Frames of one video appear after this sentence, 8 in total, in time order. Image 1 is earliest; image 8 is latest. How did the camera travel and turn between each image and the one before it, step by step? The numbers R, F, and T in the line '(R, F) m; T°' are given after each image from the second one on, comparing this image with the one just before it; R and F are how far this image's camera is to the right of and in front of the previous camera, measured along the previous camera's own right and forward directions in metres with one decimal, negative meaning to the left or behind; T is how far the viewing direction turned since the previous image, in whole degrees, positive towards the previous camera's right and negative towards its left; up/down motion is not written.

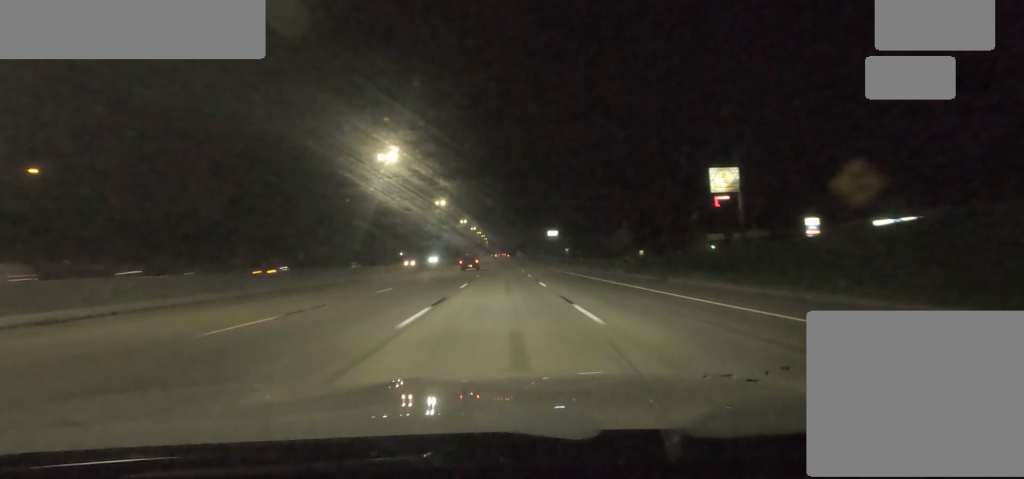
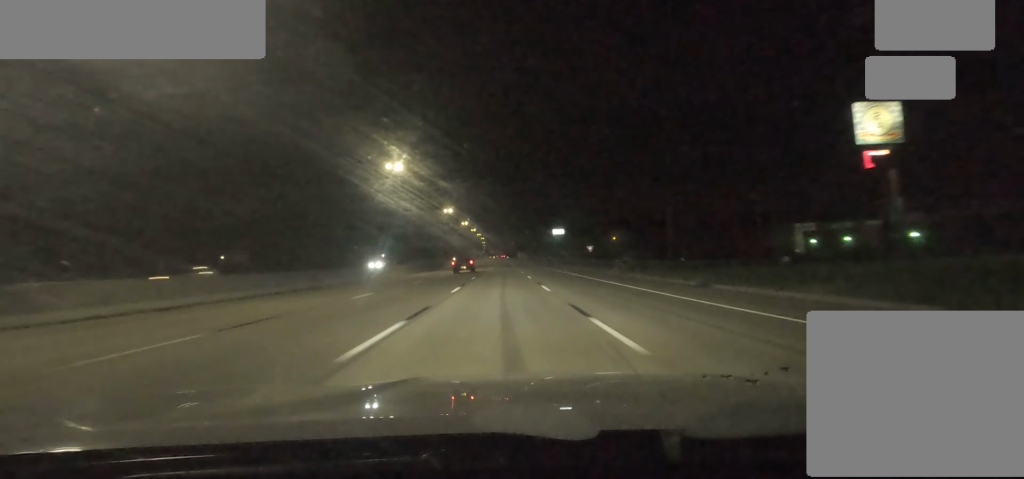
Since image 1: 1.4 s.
(-0.9, +43.7) m; +1°
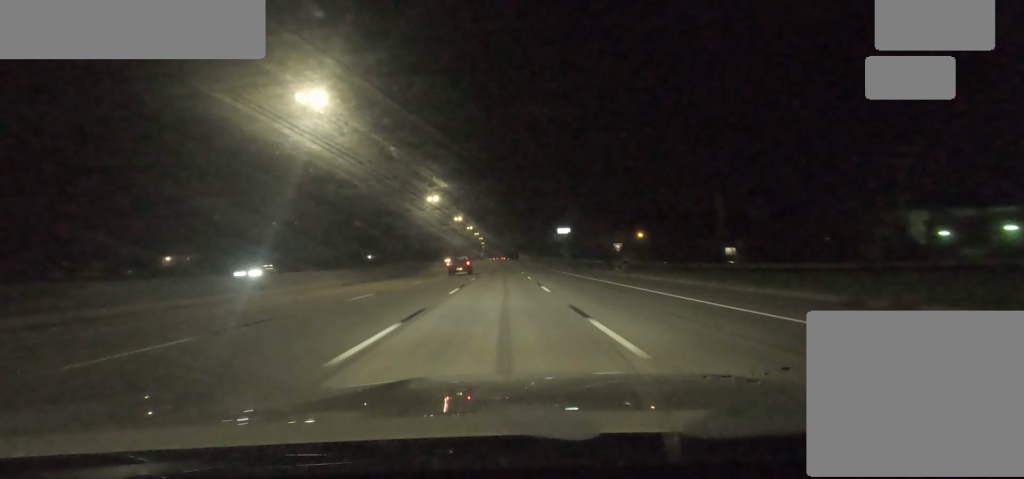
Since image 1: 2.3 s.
(+0.8, +27.2) m; +1°
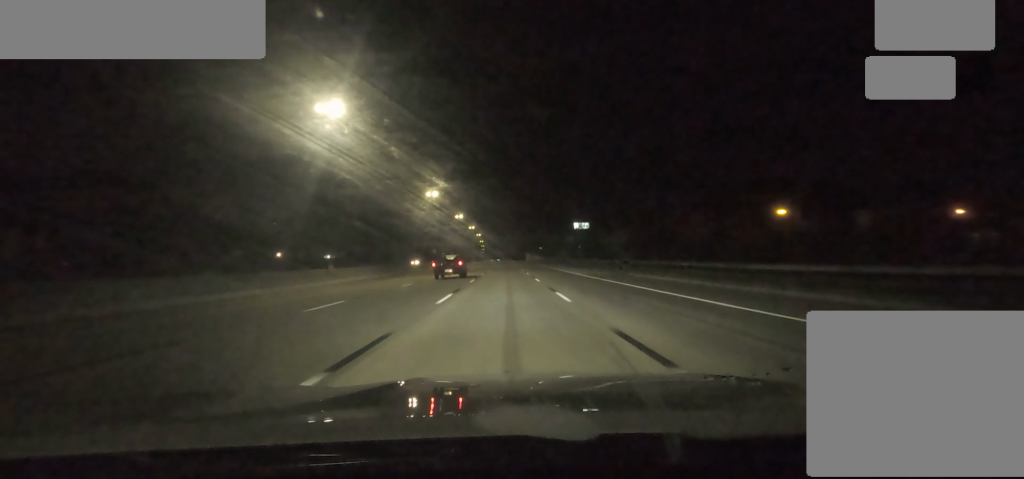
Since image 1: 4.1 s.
(-2.2, +57.7) m; -2°
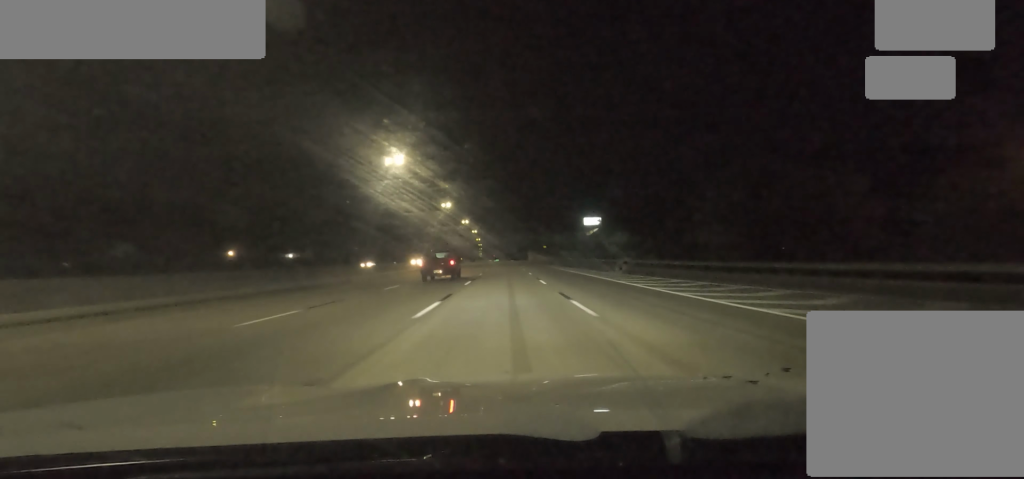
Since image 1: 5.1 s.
(+1.0, +30.7) m; 0°
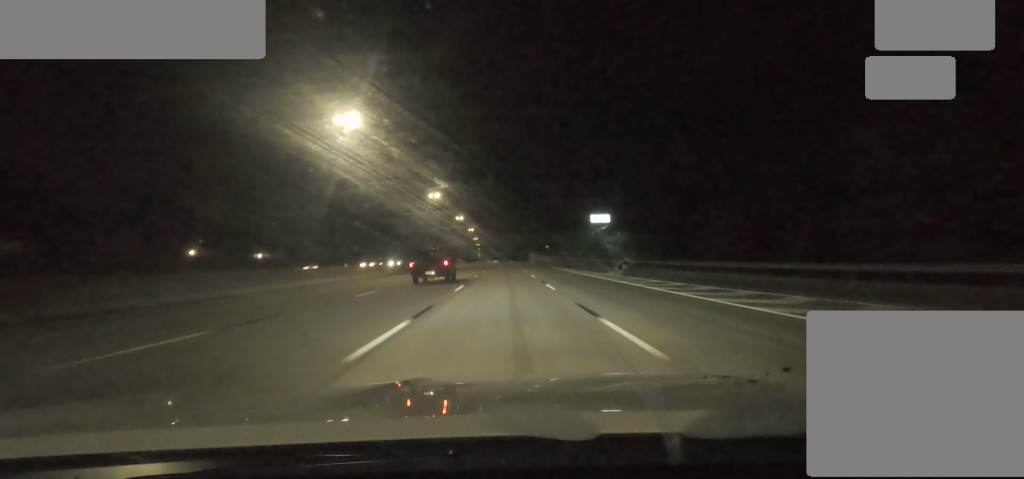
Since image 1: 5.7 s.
(-0.8, +18.0) m; 0°
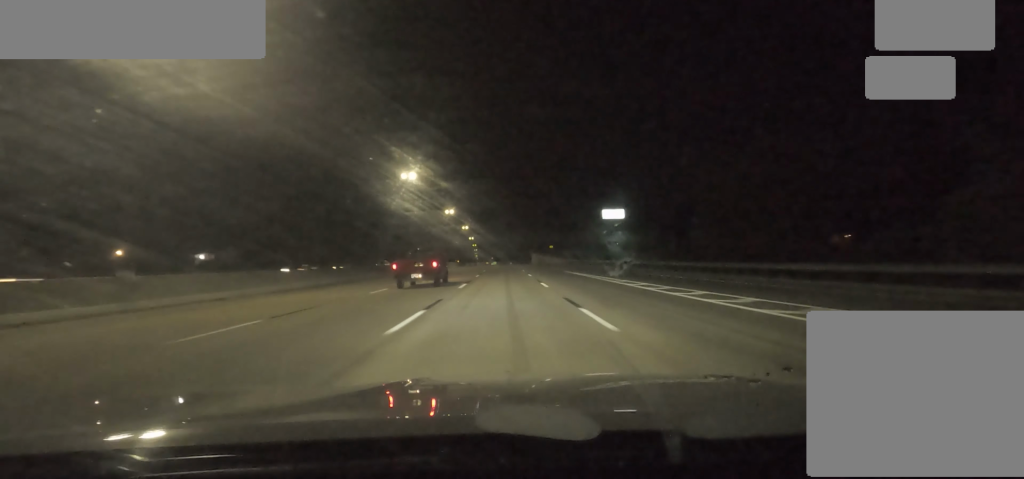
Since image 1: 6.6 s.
(+0.5, +24.5) m; 0°
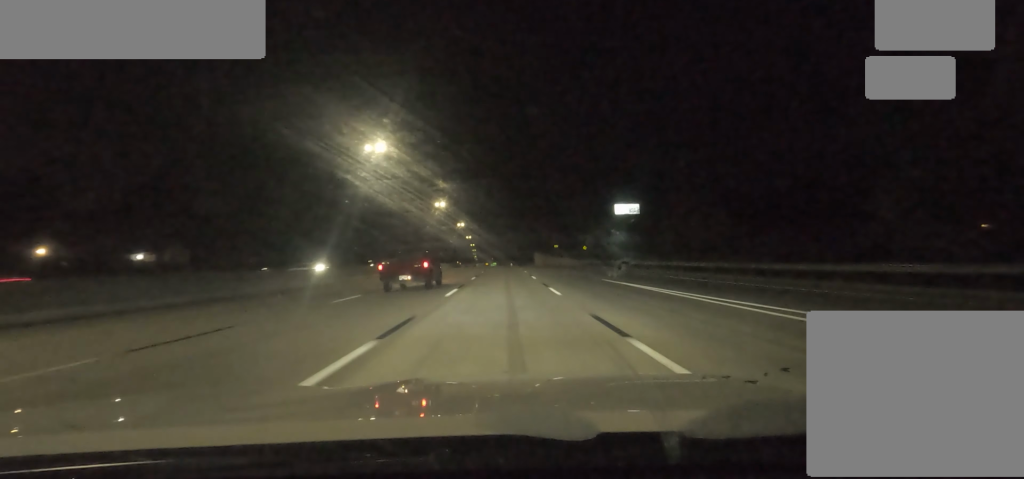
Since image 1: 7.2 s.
(+0.3, +18.3) m; 0°
